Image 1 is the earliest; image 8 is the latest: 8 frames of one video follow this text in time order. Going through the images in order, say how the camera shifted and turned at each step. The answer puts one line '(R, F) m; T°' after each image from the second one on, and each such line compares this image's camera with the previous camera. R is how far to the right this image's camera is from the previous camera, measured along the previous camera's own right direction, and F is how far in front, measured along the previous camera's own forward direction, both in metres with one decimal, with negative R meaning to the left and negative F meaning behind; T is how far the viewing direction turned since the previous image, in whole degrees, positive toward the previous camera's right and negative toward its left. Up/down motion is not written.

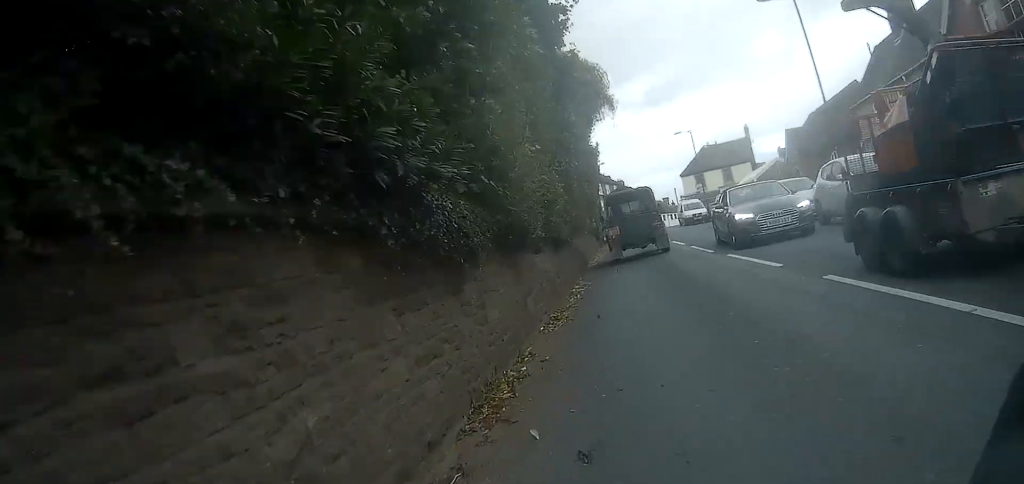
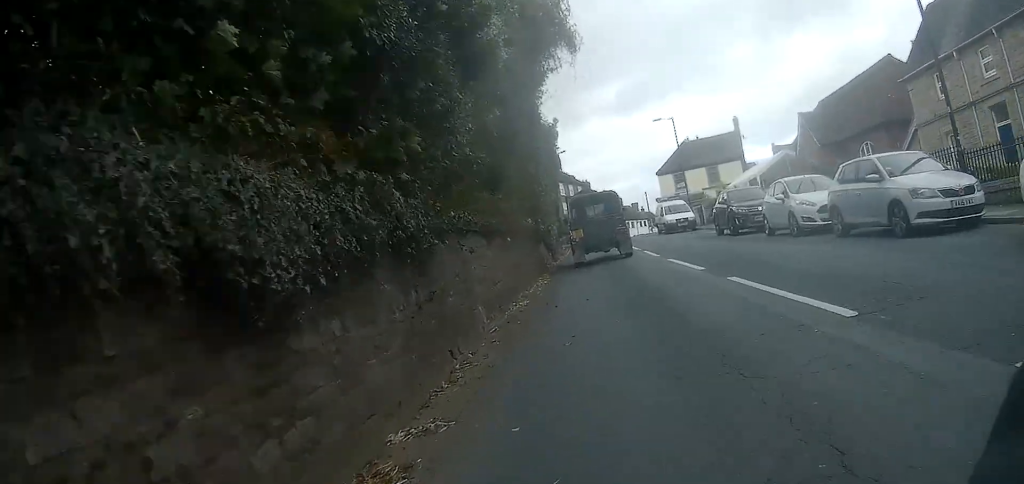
(+0.4, +10.4) m; +4°
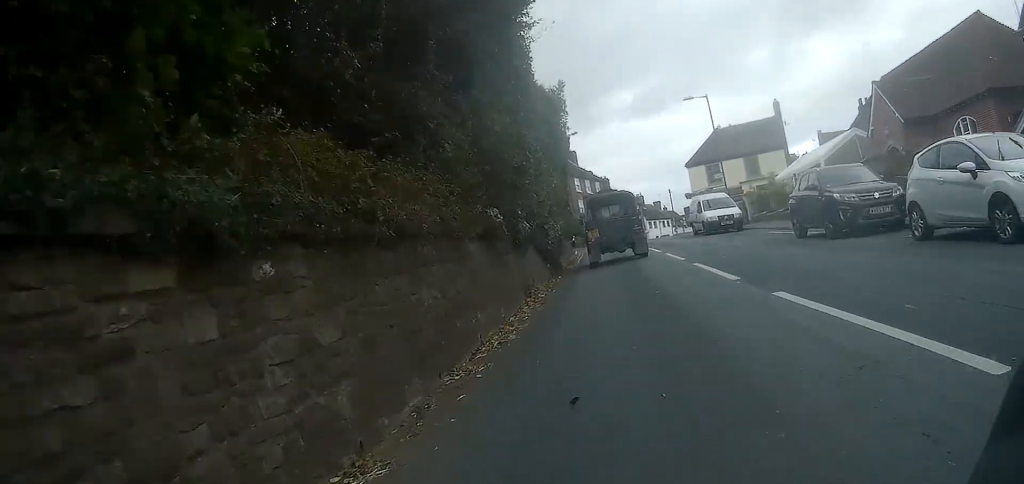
(+0.2, +8.0) m; +2°
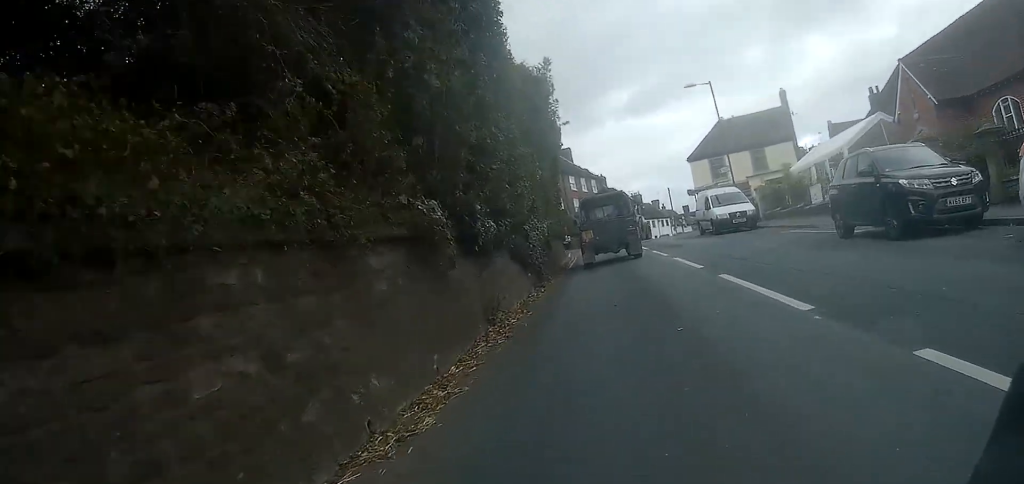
(0.0, +3.4) m; 0°
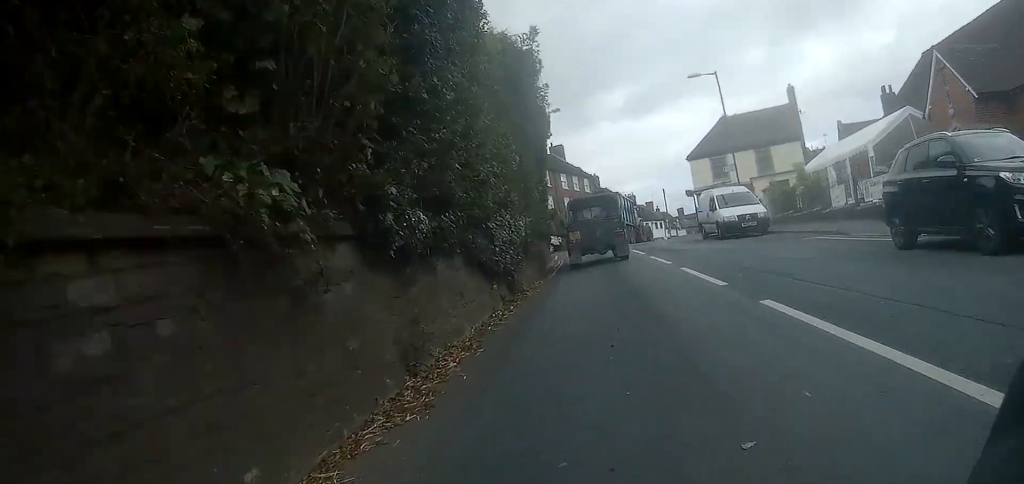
(0.0, +3.1) m; 0°
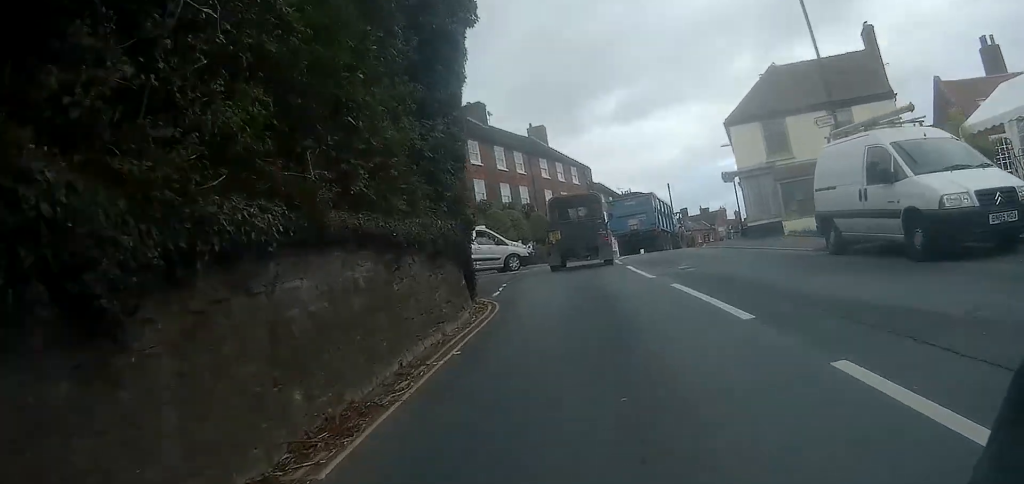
(0.0, +14.9) m; +2°
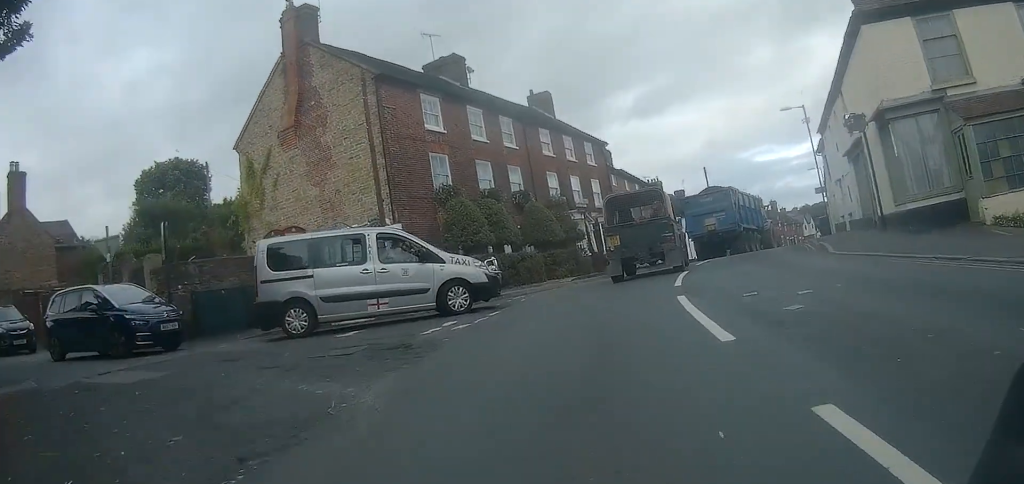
(+0.6, +13.3) m; +3°
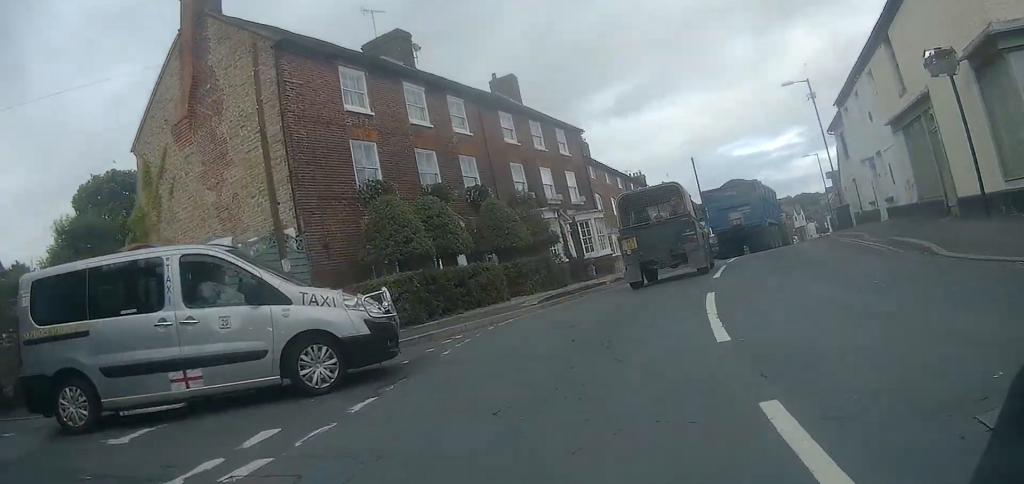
(-0.1, +5.9) m; 0°
